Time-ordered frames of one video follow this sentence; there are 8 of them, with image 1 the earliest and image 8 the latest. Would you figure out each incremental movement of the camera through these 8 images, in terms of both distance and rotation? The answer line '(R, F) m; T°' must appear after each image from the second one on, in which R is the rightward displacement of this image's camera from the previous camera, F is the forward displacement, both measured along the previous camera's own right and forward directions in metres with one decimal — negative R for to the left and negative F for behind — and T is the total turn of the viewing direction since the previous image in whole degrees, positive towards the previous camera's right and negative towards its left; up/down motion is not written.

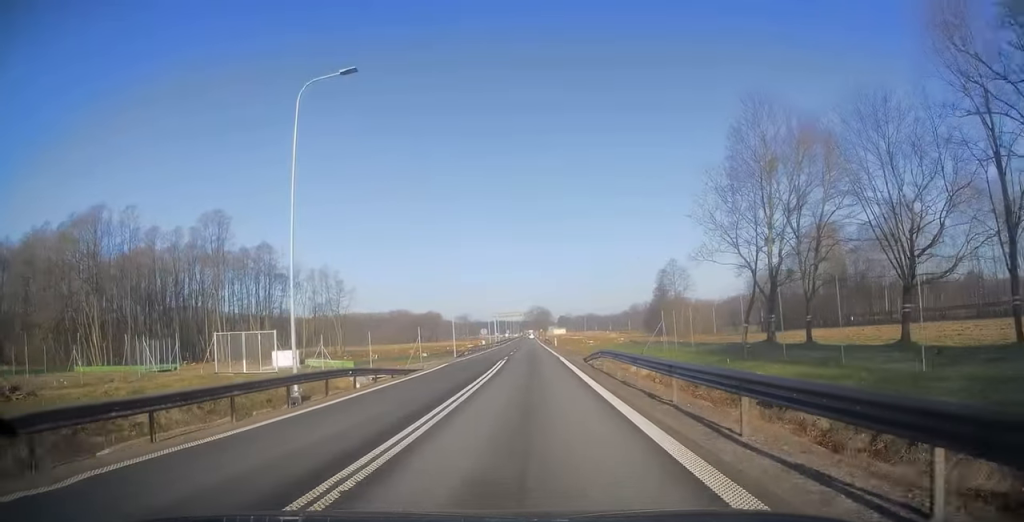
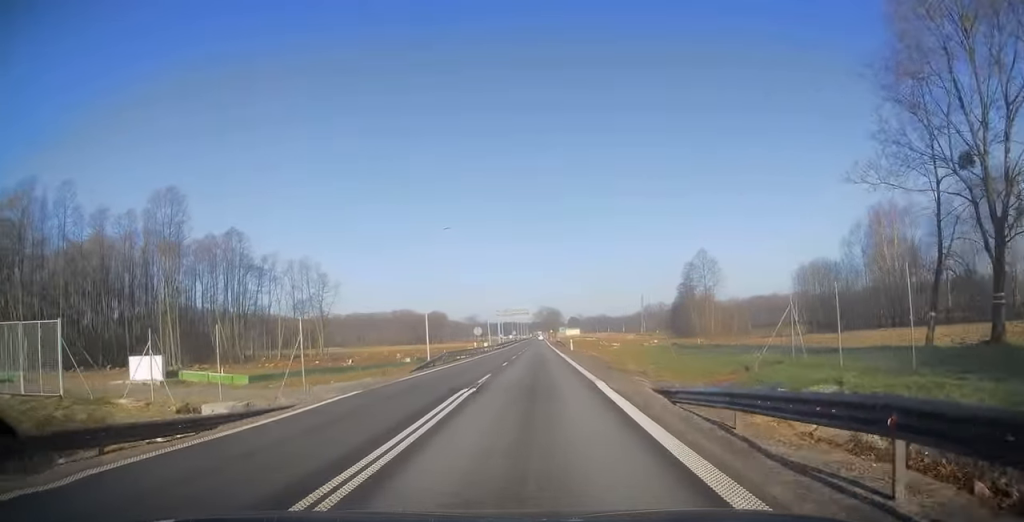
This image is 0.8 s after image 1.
(0.0, +19.3) m; -1°
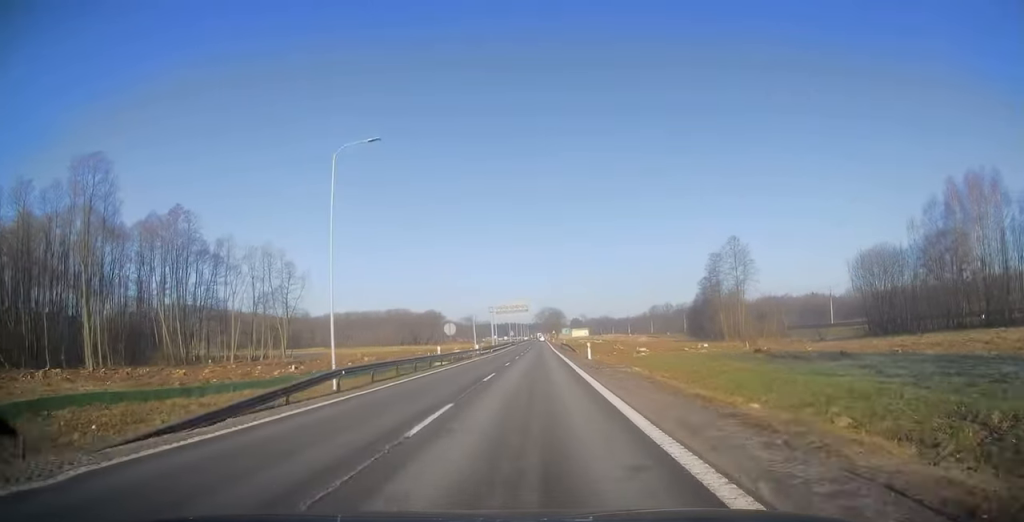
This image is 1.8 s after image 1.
(-0.2, +20.9) m; -1°
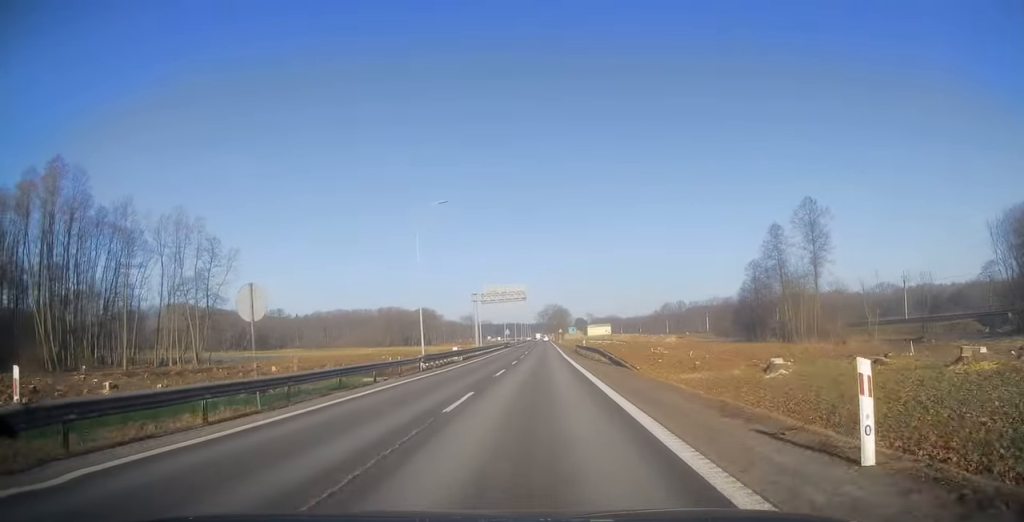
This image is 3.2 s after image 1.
(-0.3, +32.2) m; 0°
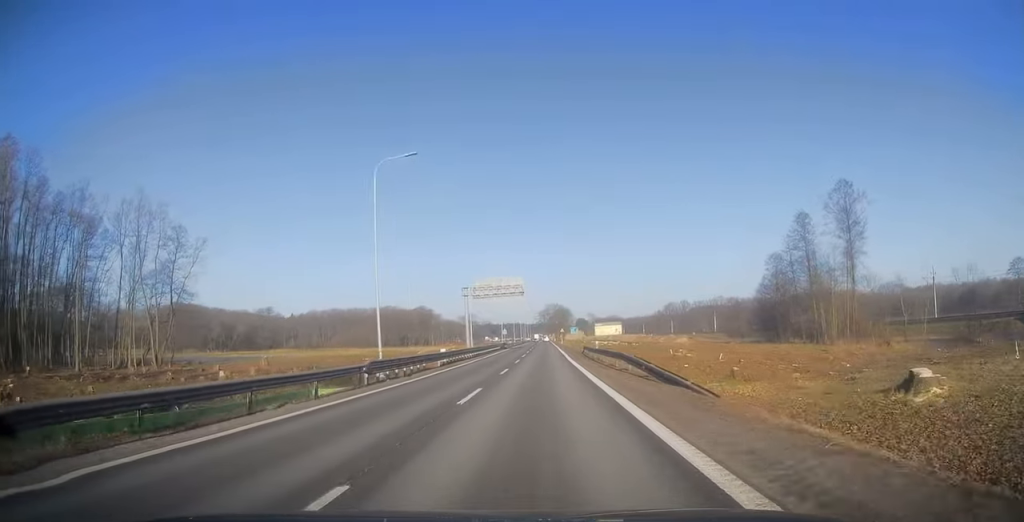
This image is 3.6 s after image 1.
(0.0, +10.2) m; 0°
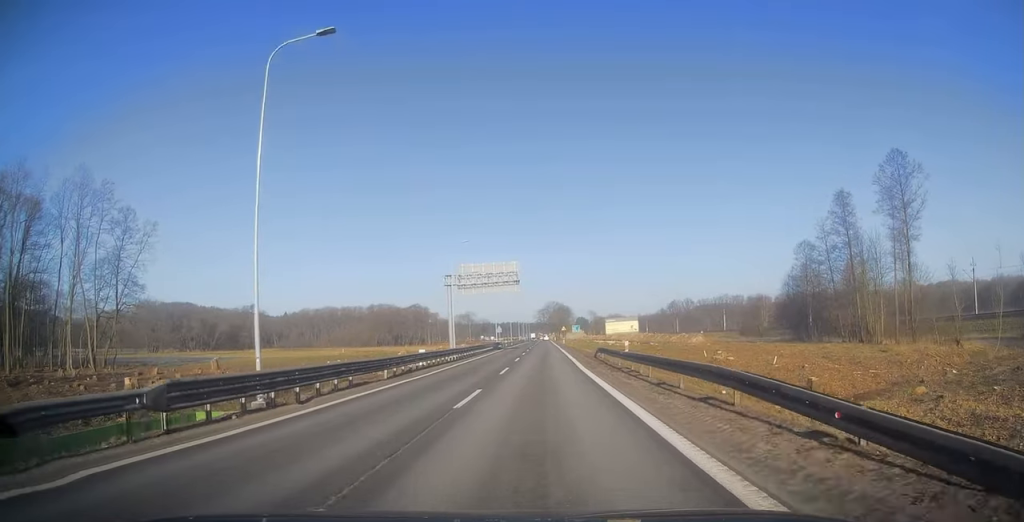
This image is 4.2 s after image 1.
(0.0, +12.5) m; 0°
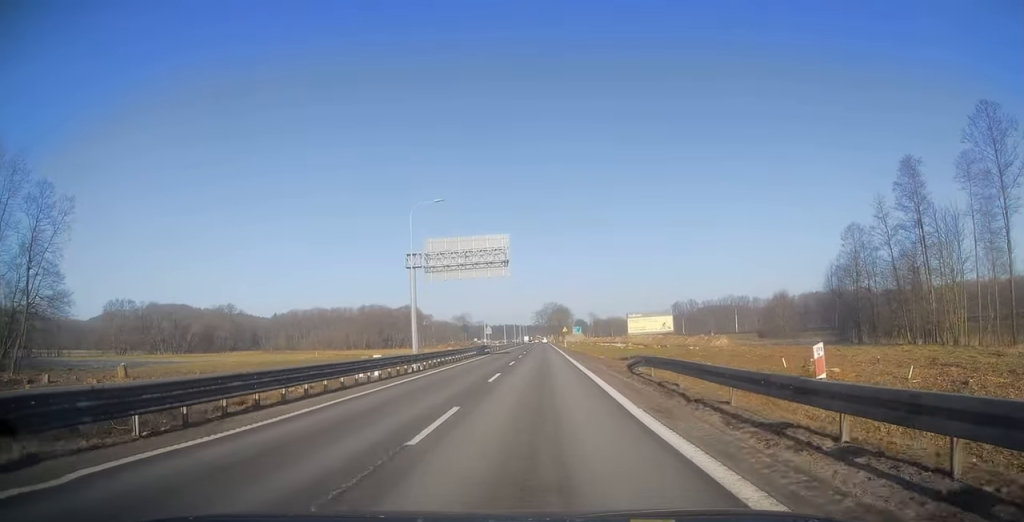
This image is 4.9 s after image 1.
(0.0, +15.8) m; 0°
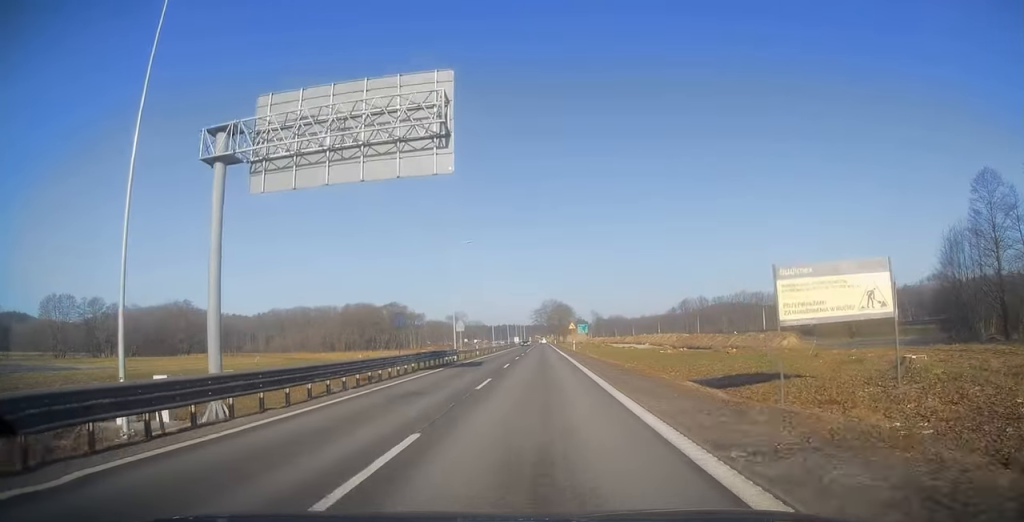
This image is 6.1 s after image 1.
(0.0, +26.8) m; 0°
